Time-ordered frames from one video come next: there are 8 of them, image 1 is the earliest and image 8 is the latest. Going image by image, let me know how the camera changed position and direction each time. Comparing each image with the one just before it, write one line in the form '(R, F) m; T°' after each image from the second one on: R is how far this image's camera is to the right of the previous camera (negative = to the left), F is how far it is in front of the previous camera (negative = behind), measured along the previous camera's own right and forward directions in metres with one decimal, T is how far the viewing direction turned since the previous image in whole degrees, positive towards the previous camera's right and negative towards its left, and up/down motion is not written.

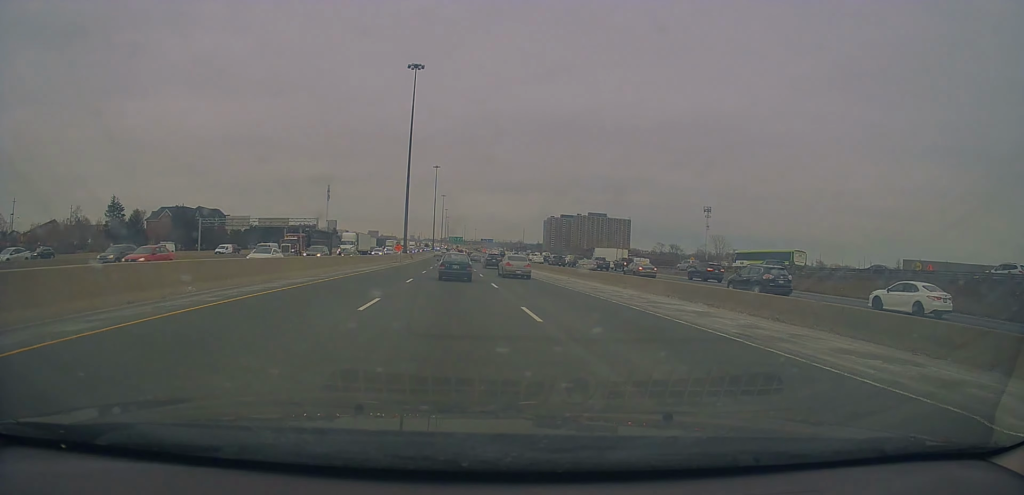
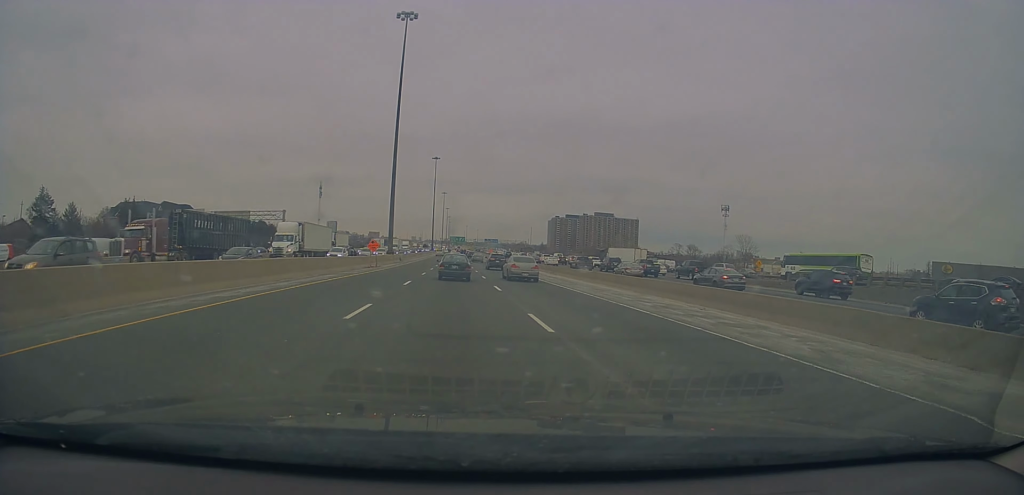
(-0.1, +24.0) m; 0°
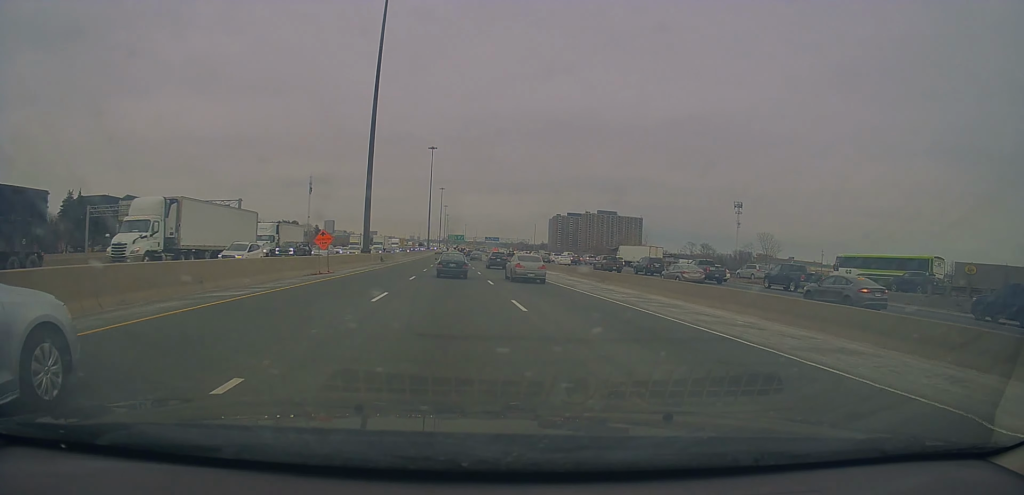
(+0.1, +19.5) m; 0°
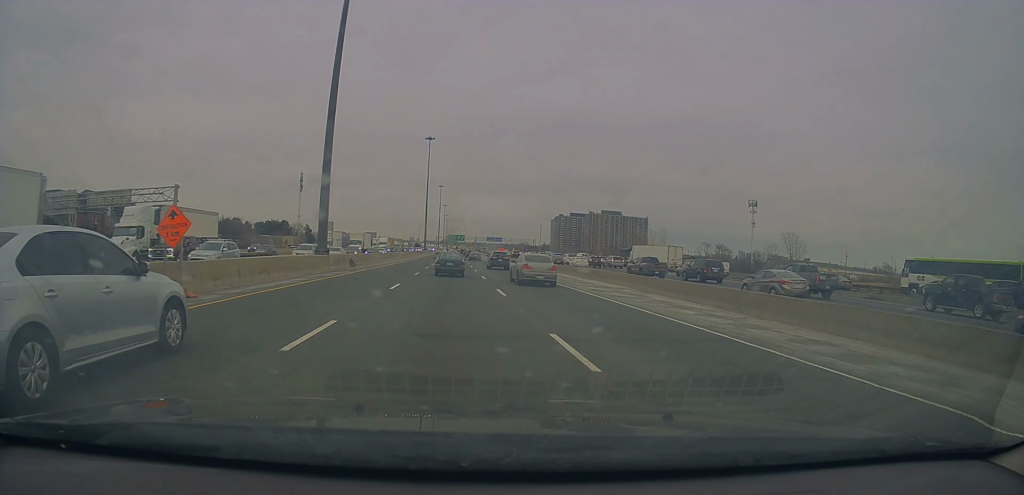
(-0.1, +18.2) m; 0°
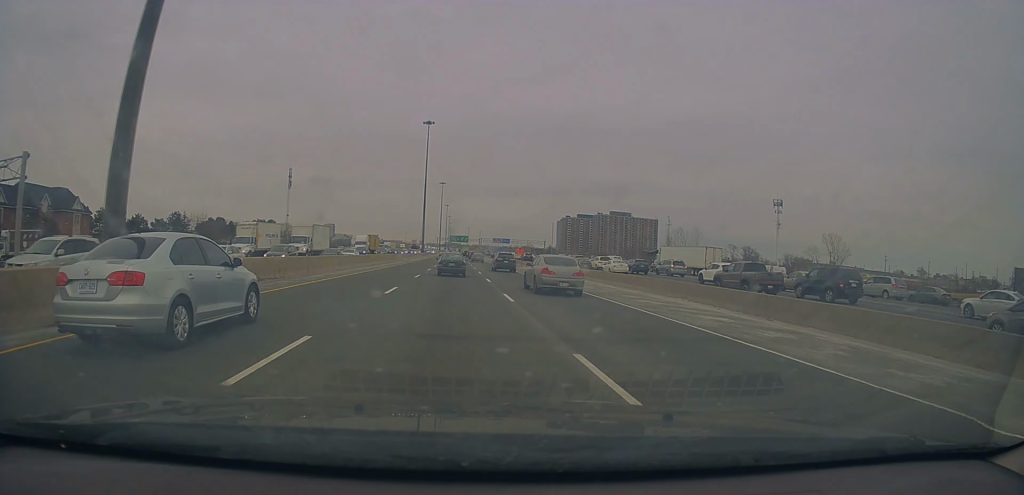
(+0.1, +25.5) m; 0°
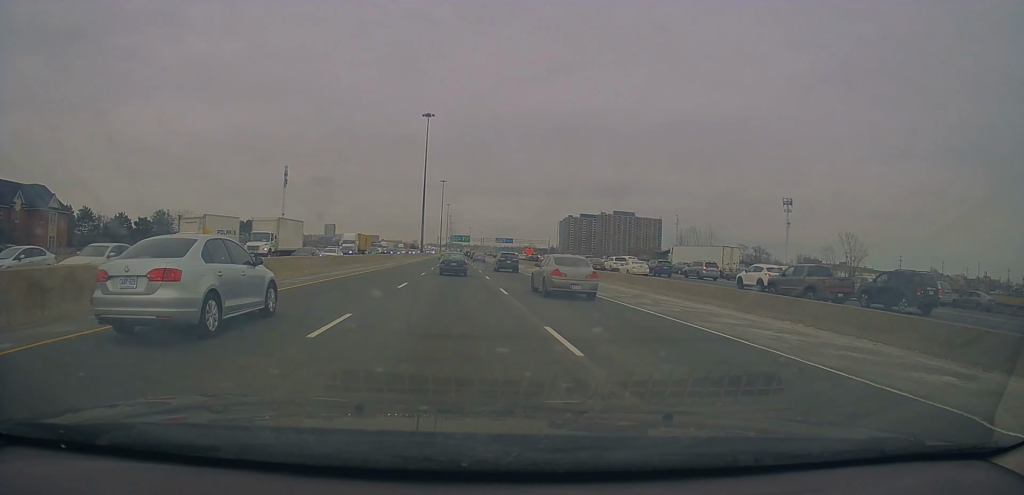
(-0.1, +9.1) m; 0°
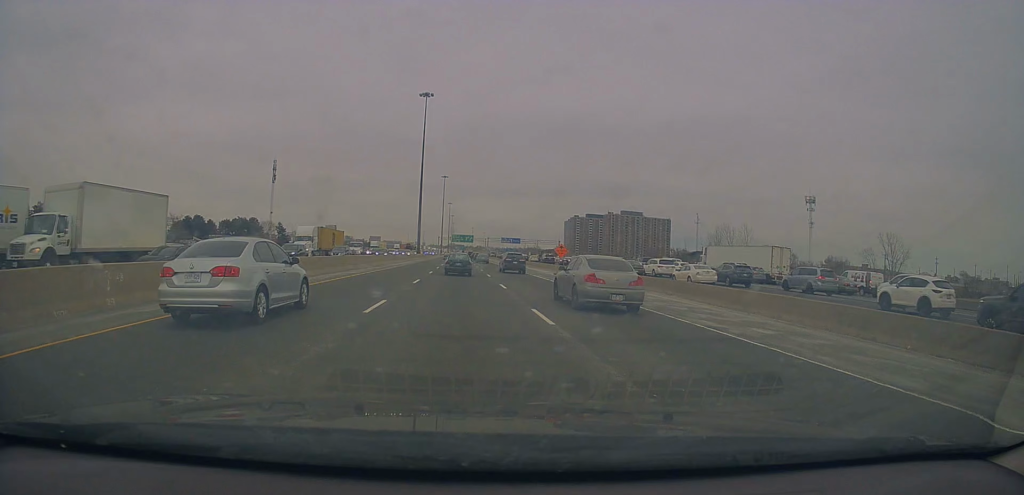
(+0.3, +20.2) m; 0°
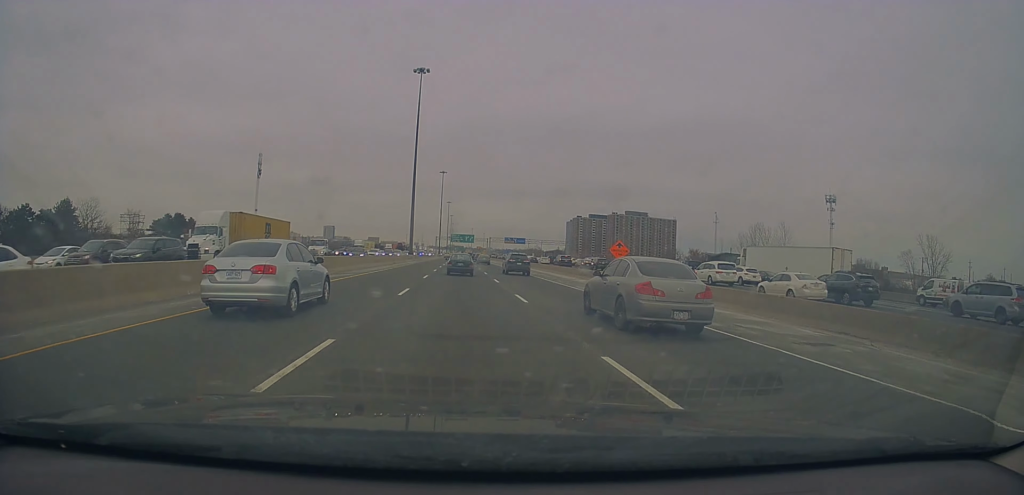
(-0.4, +20.0) m; -1°
